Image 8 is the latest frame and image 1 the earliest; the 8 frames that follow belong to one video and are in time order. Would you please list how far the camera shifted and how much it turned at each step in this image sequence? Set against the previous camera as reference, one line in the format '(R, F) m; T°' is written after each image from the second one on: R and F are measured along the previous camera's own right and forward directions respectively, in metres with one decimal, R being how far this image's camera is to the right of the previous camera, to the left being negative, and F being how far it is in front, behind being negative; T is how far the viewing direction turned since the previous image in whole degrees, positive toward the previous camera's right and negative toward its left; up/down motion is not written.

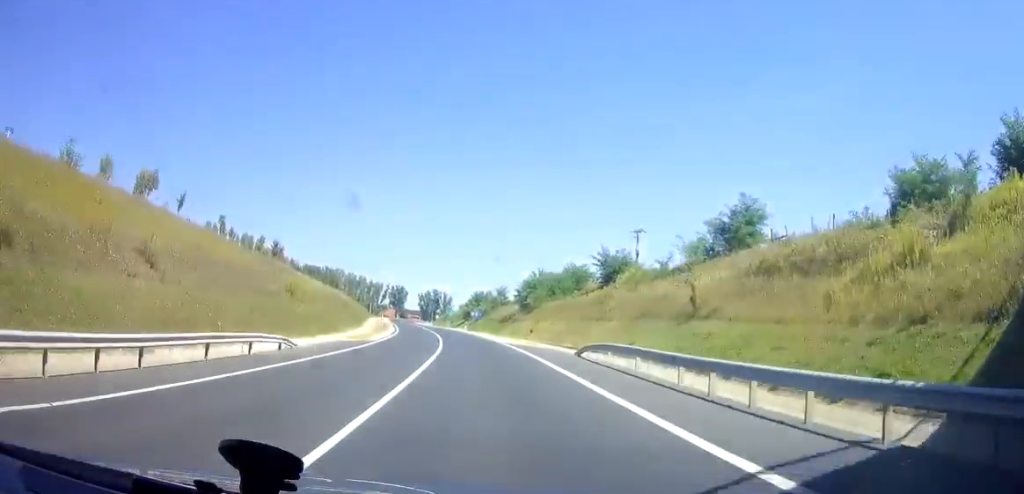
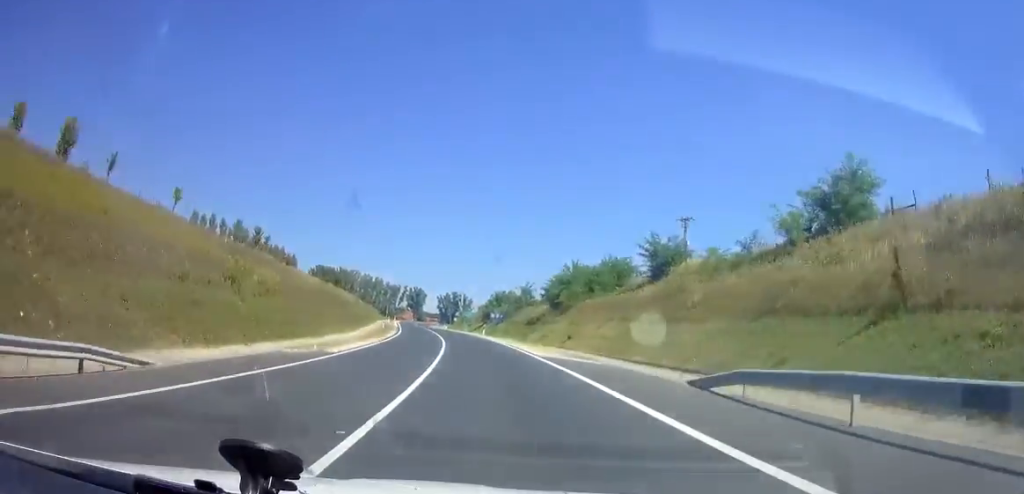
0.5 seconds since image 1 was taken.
(-0.2, +14.9) m; -2°
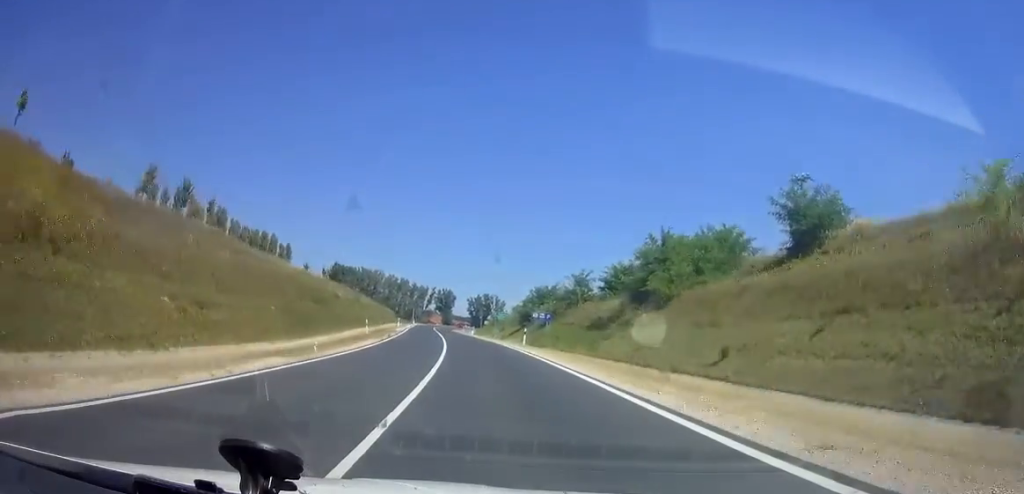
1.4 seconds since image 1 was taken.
(-0.7, +26.5) m; -5°
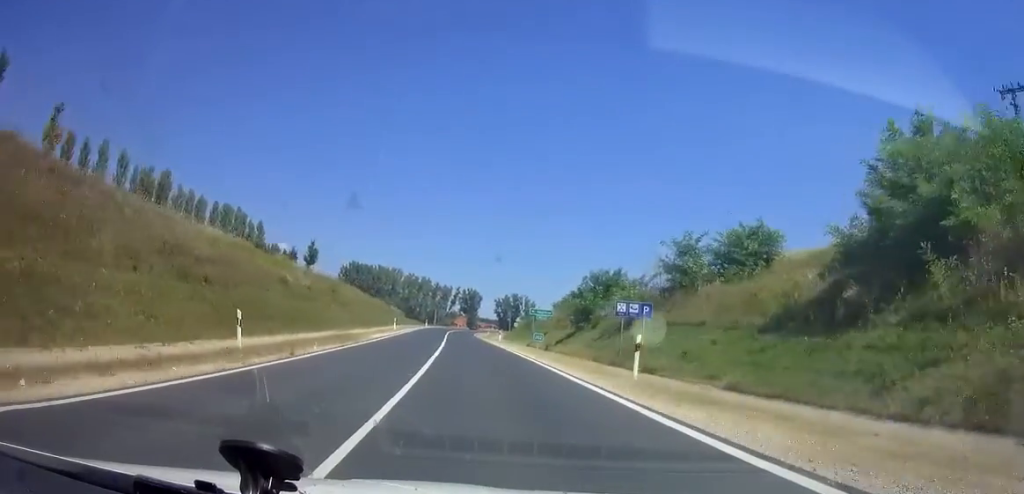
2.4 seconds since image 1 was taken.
(-1.6, +28.0) m; -4°
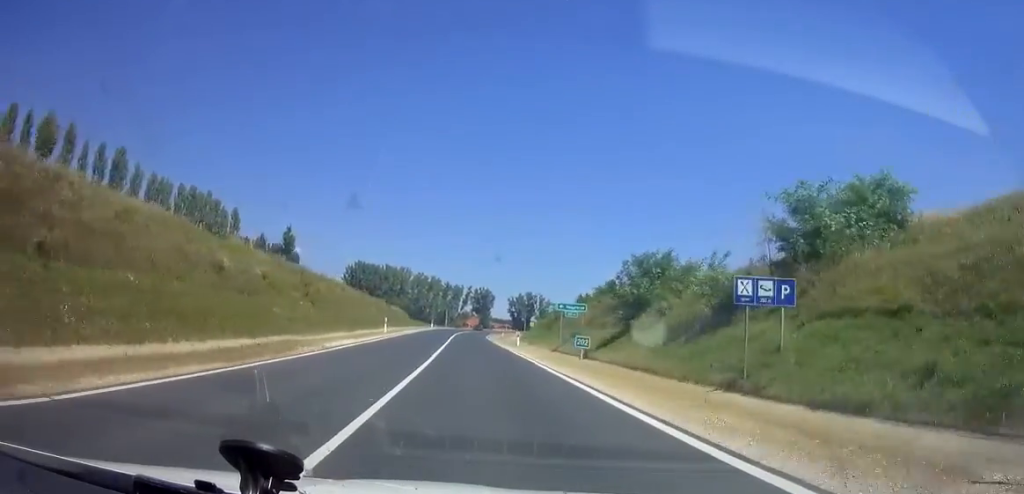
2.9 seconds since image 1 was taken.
(-0.1, +14.3) m; -1°
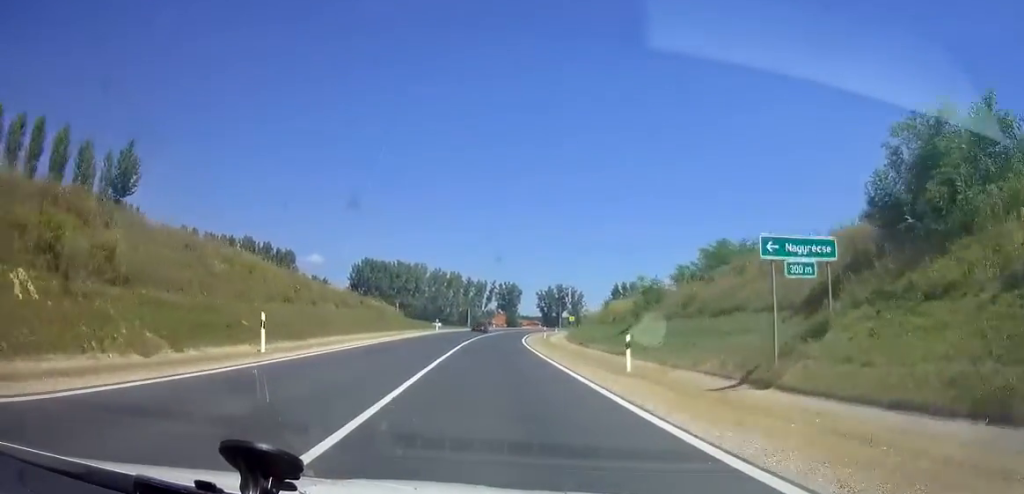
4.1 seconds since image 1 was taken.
(-0.7, +35.5) m; -2°
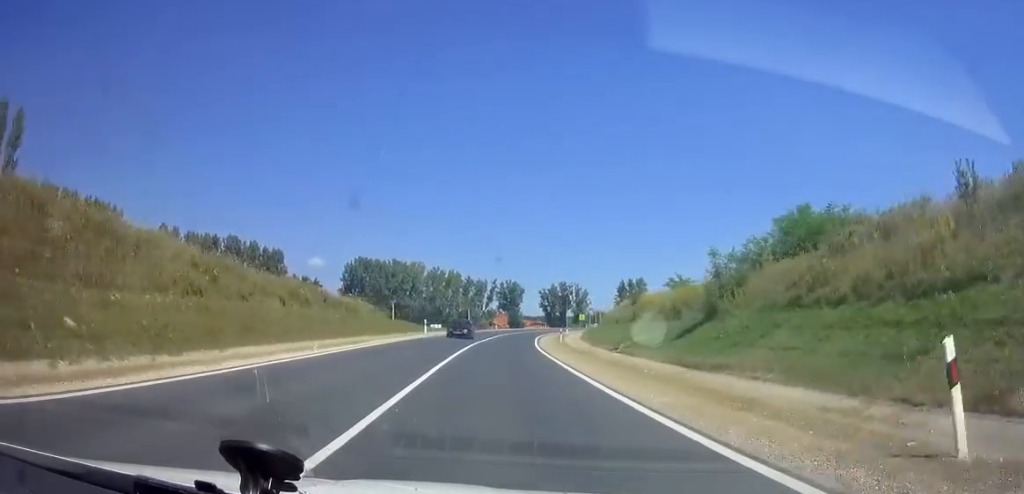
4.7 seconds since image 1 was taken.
(-0.2, +14.4) m; 0°
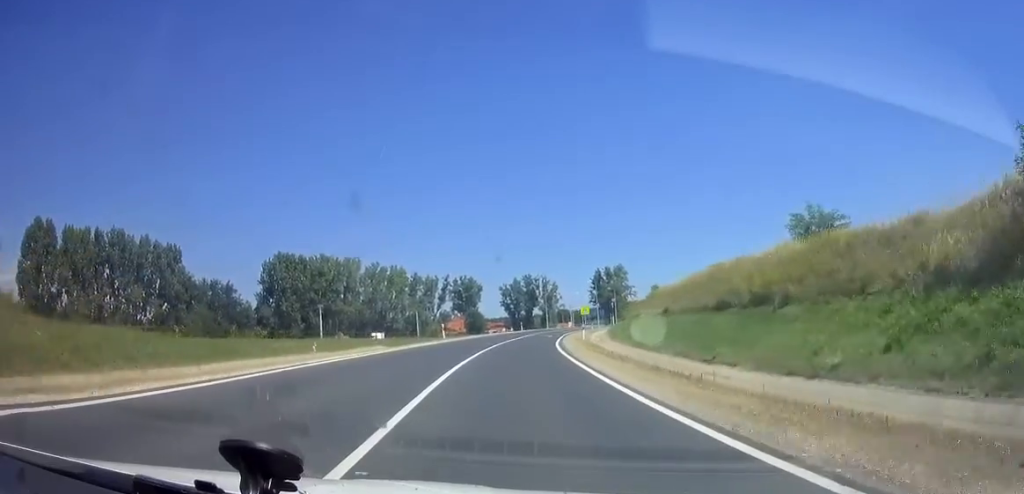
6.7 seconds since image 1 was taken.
(-0.3, +53.0) m; +1°
